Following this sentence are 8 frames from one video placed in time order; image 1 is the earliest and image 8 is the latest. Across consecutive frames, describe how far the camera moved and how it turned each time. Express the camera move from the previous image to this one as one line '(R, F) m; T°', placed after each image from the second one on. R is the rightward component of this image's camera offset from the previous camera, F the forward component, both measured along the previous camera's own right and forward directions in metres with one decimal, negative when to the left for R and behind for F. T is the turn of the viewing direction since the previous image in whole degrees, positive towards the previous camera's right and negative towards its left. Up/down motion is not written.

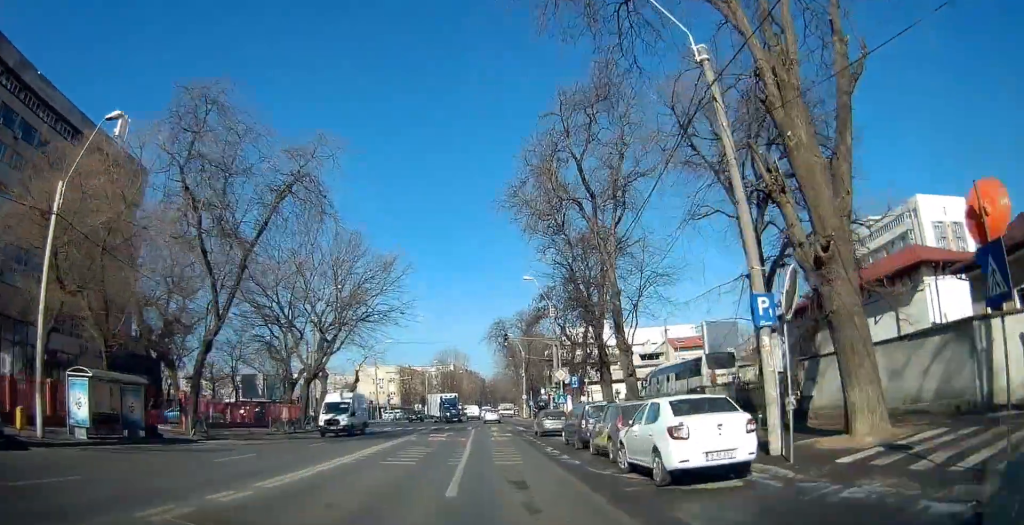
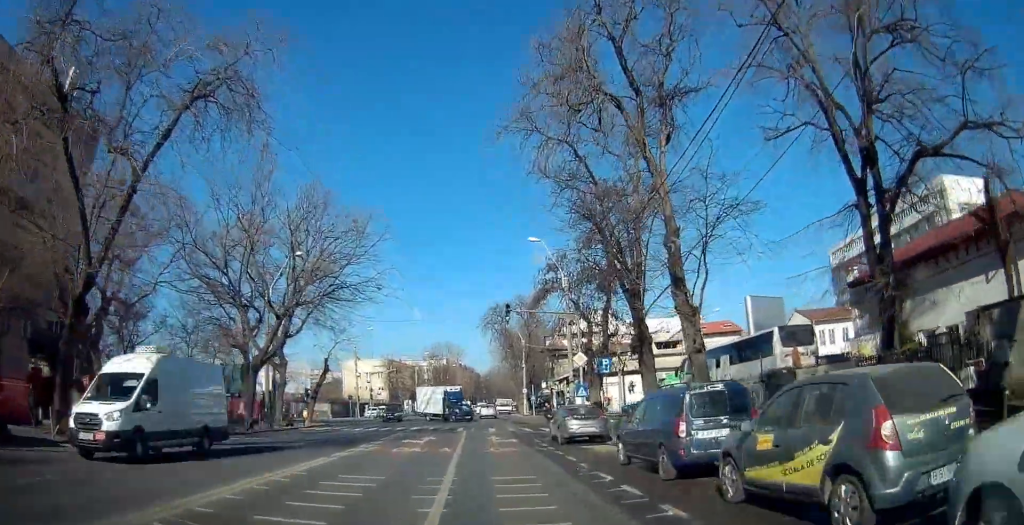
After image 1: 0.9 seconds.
(-0.3, +9.9) m; -1°
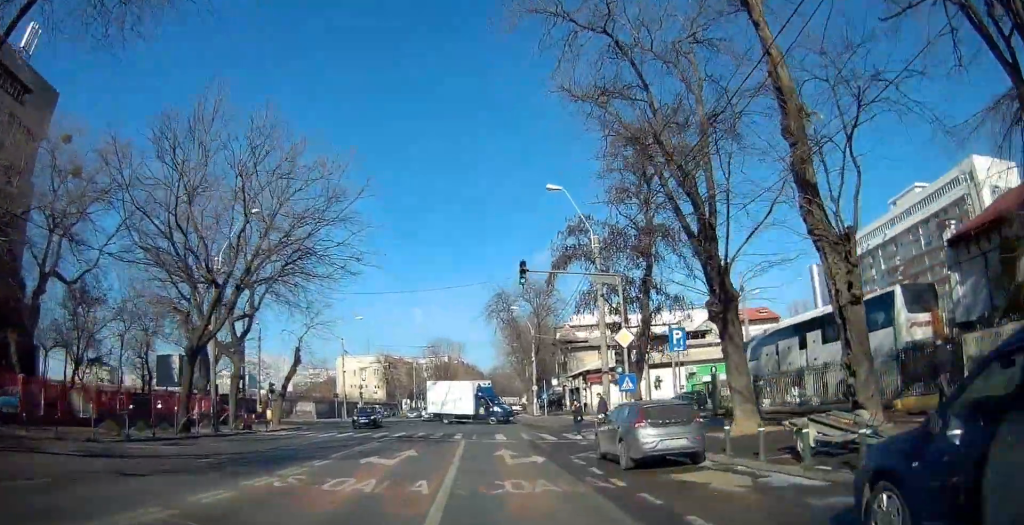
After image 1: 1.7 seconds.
(+0.1, +8.6) m; +1°
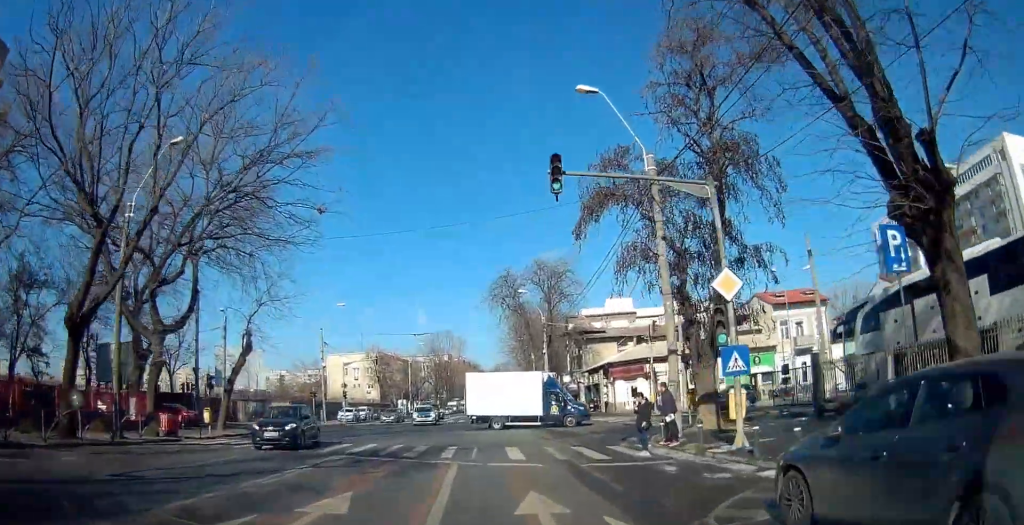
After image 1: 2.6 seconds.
(+0.1, +9.1) m; +1°
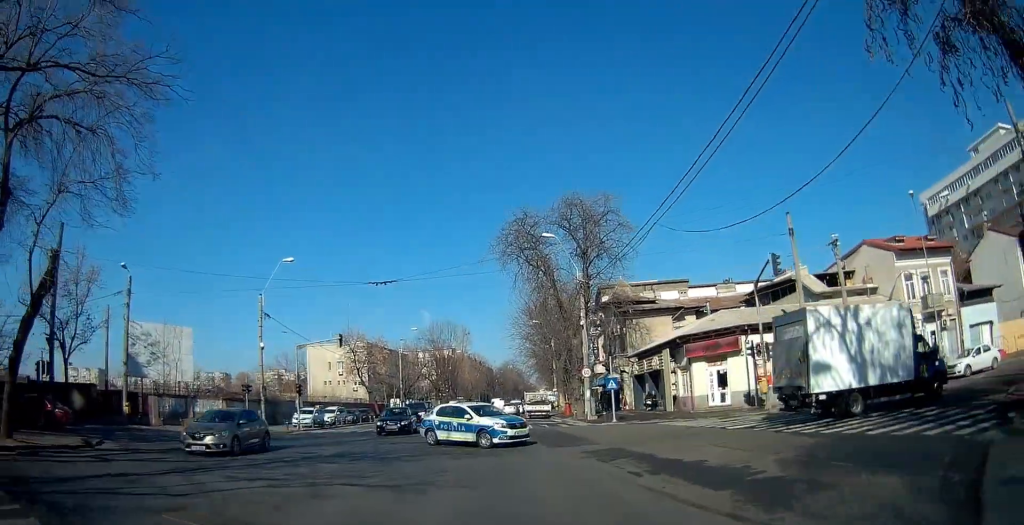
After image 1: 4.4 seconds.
(+0.1, +17.7) m; 0°
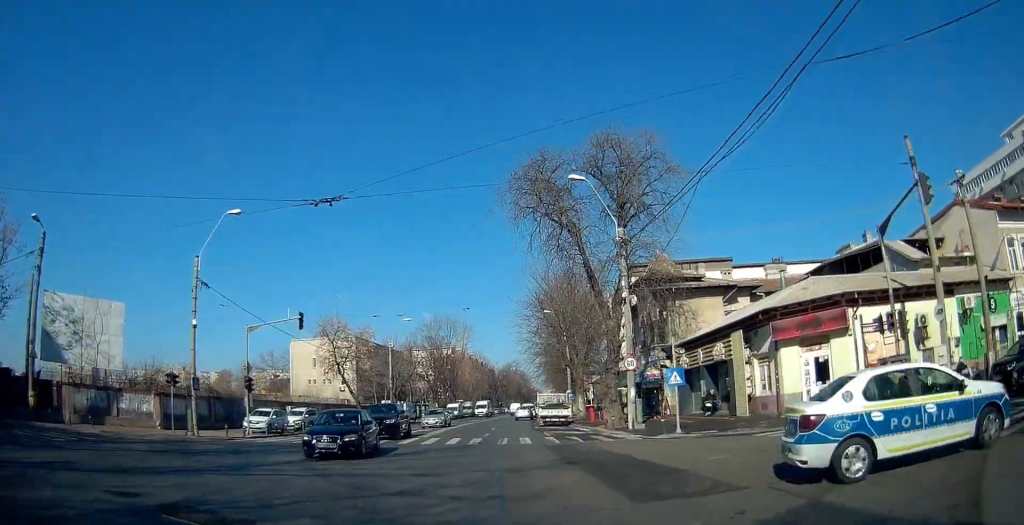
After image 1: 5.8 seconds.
(-0.2, +11.2) m; -2°
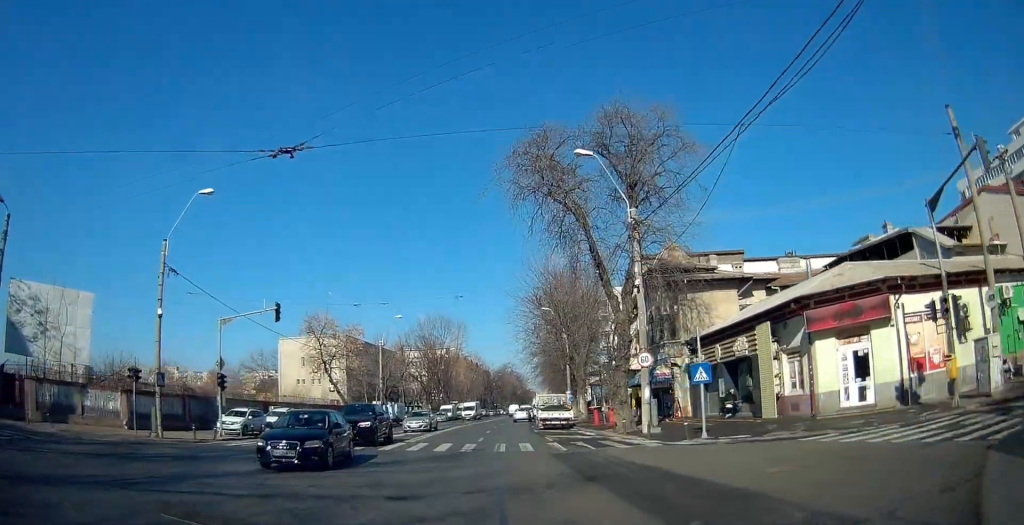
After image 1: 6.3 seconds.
(0.0, +3.1) m; 0°
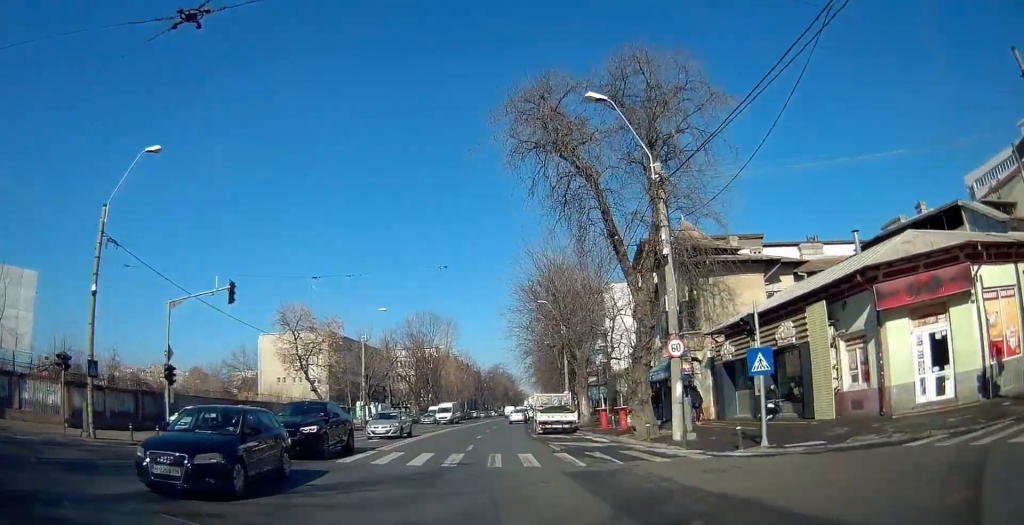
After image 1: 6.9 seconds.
(-0.1, +4.5) m; +1°
